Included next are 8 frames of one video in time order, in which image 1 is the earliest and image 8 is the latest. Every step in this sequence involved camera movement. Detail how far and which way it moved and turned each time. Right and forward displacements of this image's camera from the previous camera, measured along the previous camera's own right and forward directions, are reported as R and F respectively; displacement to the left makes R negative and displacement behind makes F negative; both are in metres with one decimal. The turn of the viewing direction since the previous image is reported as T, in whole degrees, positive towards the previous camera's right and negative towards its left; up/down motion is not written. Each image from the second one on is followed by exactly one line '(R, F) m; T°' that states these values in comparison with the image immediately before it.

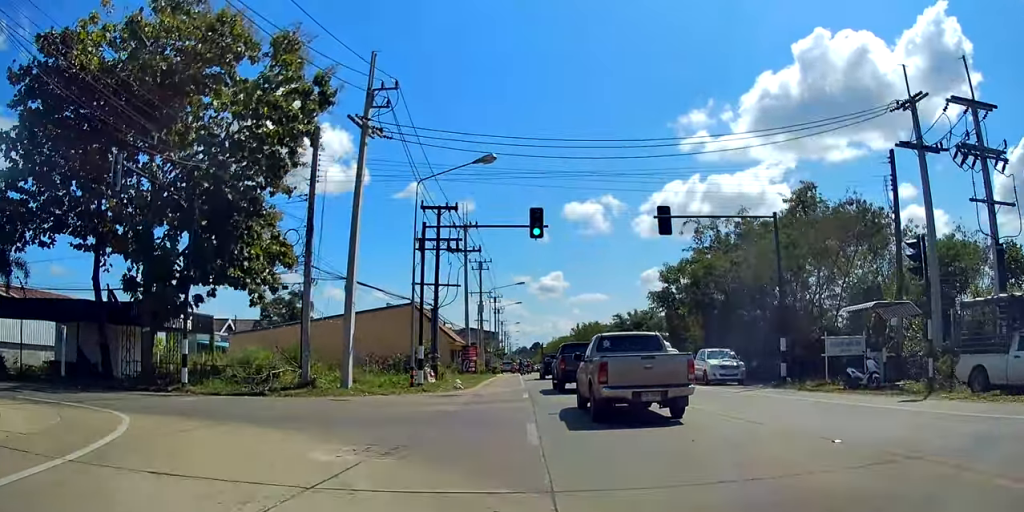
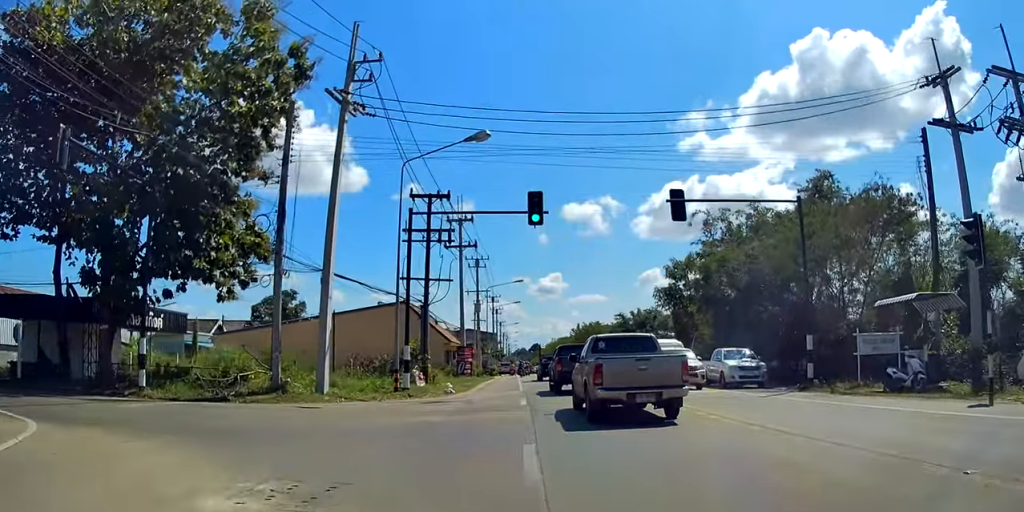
(+0.3, +2.5) m; -1°
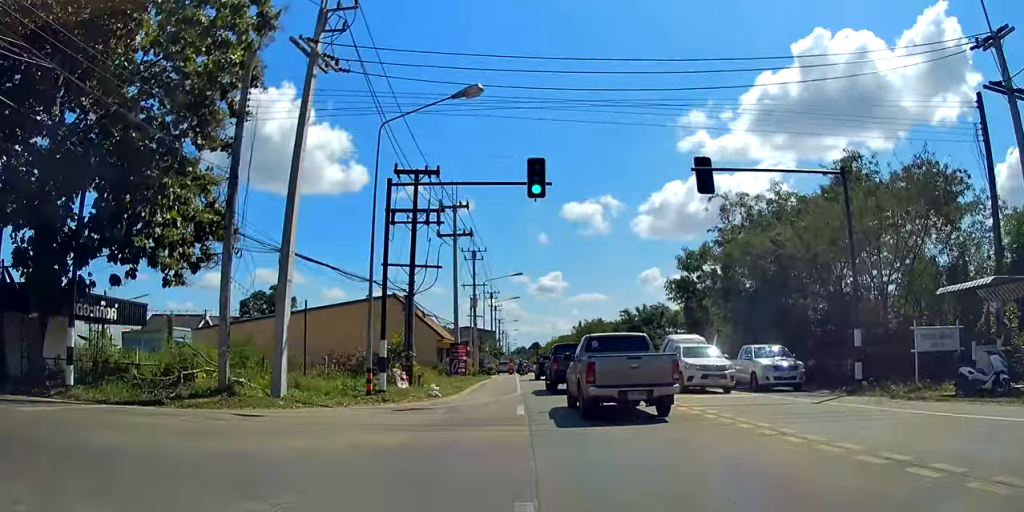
(-0.3, +3.7) m; -3°
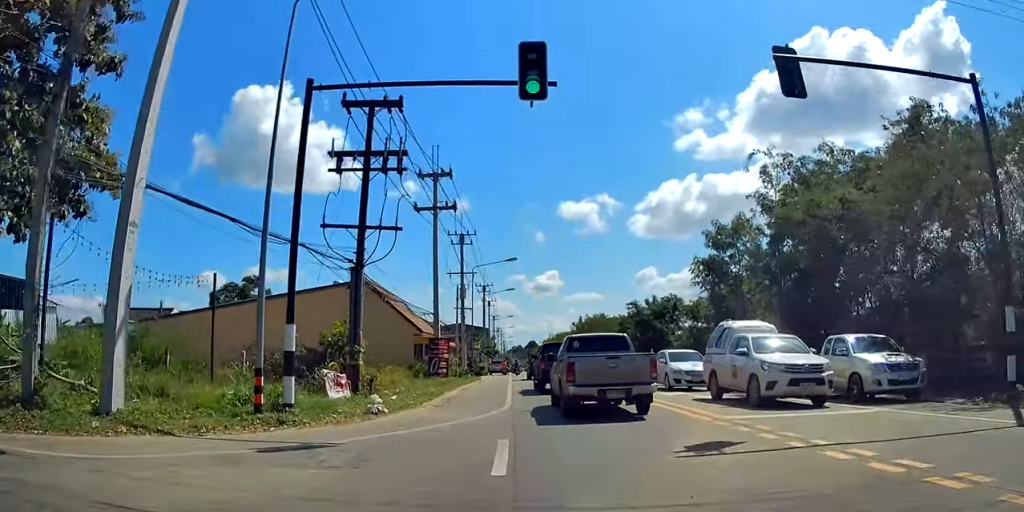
(-0.5, +7.1) m; -1°
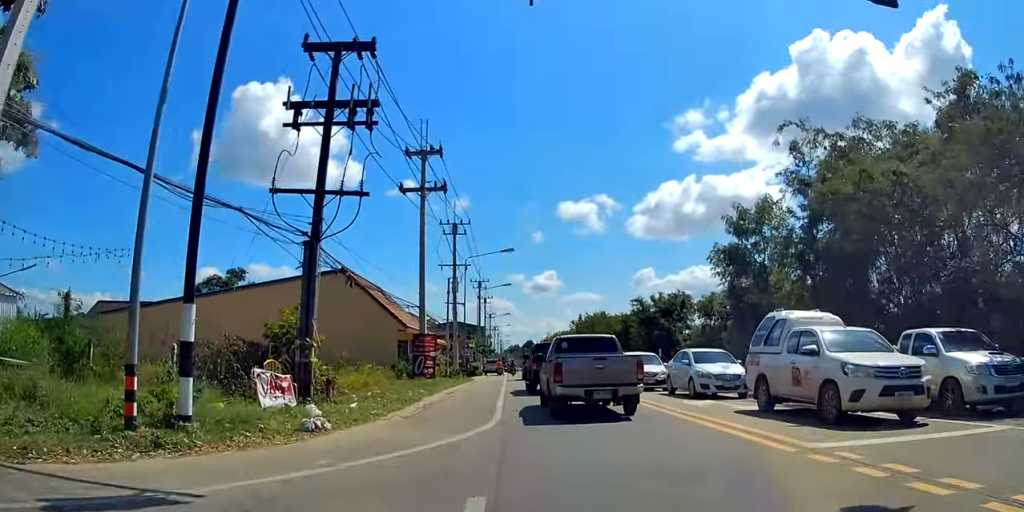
(-0.2, +3.9) m; +4°
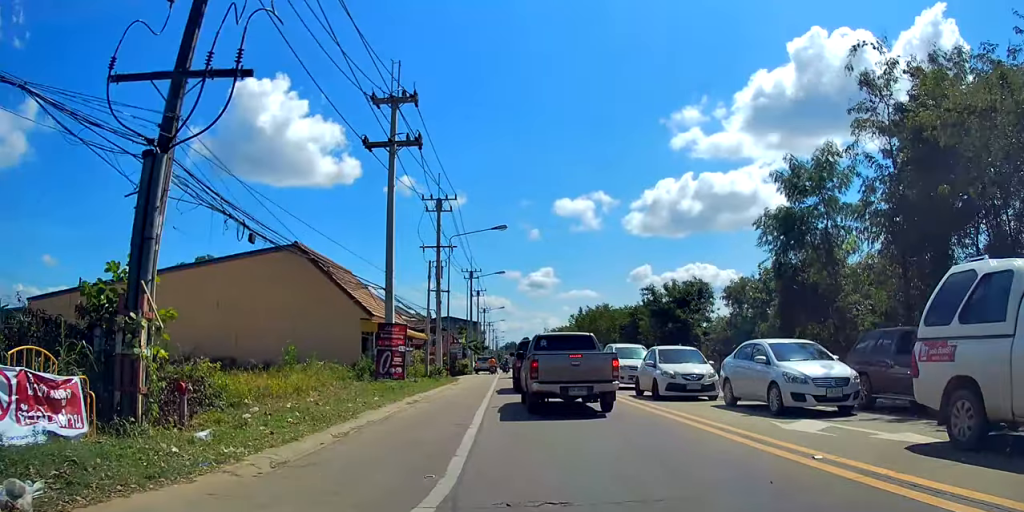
(+0.8, +6.4) m; +1°
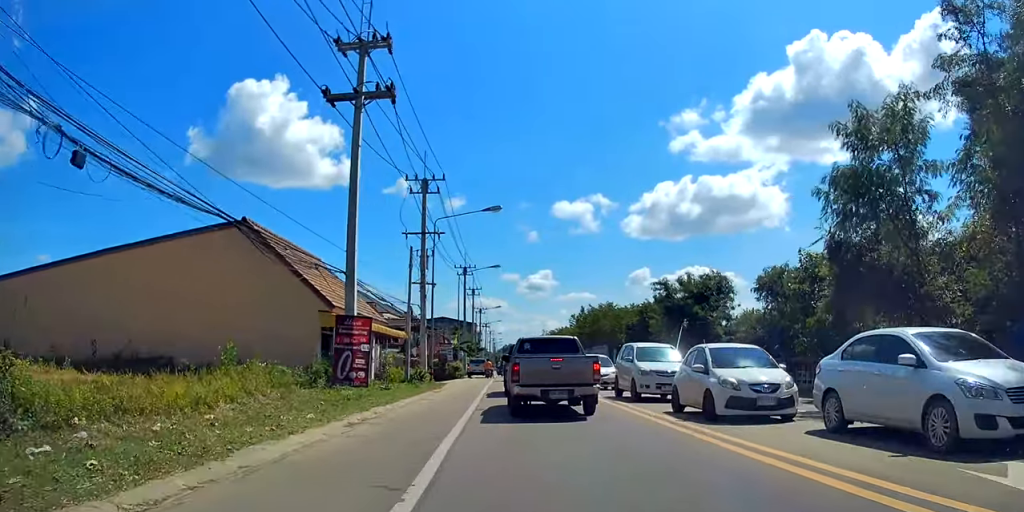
(-0.4, +5.0) m; 0°
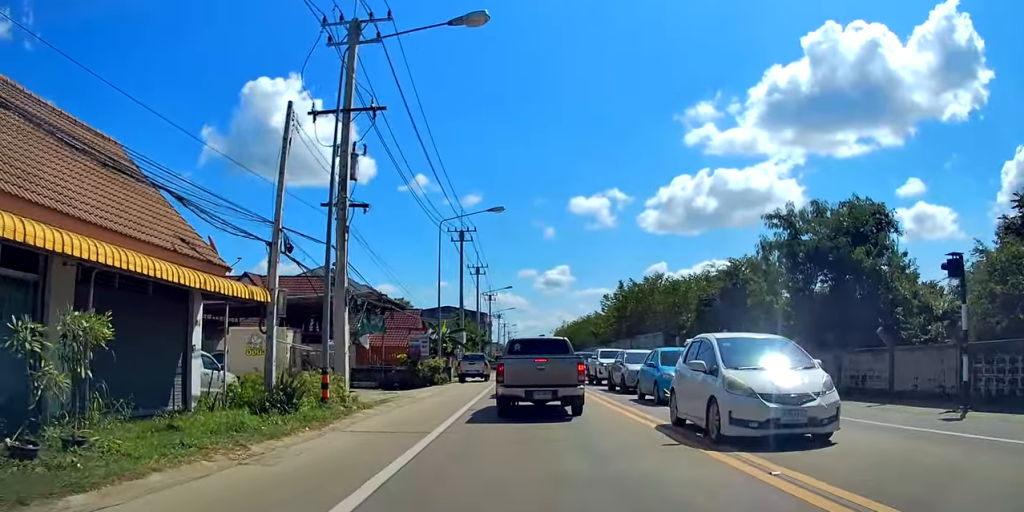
(+0.9, +18.7) m; -2°
